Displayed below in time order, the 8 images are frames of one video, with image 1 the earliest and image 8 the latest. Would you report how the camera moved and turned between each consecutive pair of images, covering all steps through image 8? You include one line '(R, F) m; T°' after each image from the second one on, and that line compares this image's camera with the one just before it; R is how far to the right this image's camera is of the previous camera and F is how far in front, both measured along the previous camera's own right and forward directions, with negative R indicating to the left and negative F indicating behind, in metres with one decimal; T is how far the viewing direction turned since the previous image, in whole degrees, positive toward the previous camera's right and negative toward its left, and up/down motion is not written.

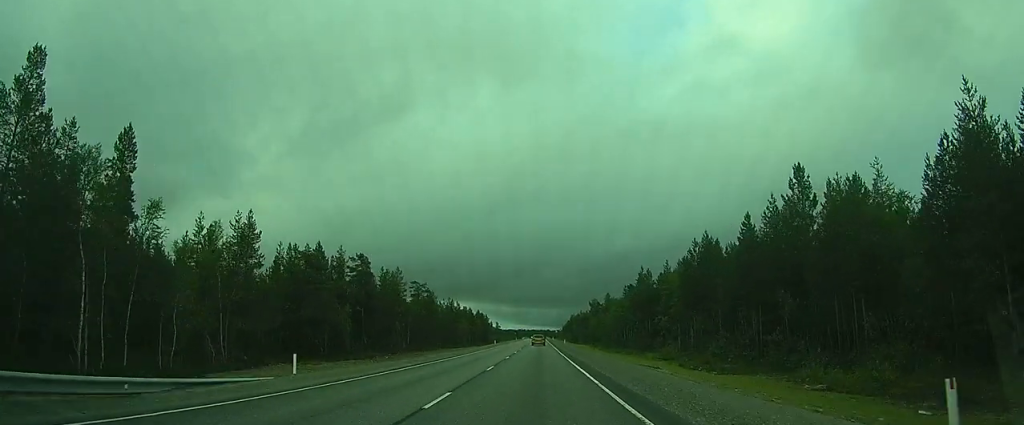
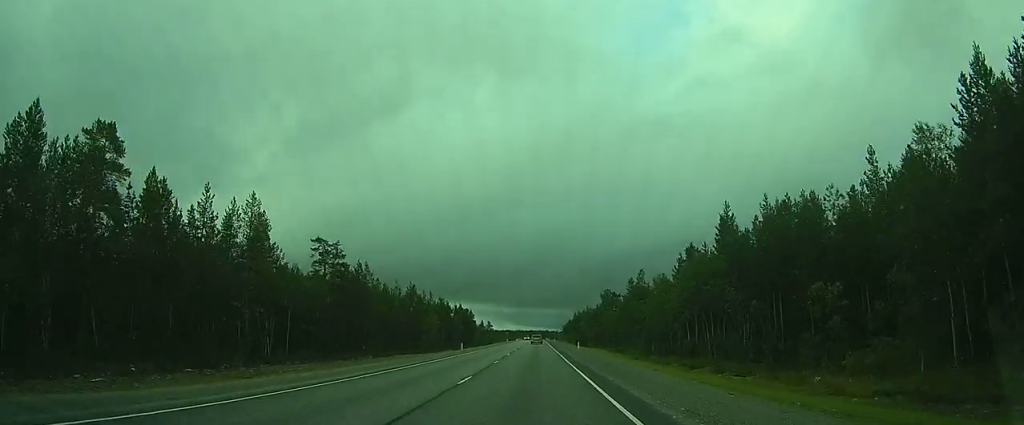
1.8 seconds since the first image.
(+0.4, +41.6) m; +1°
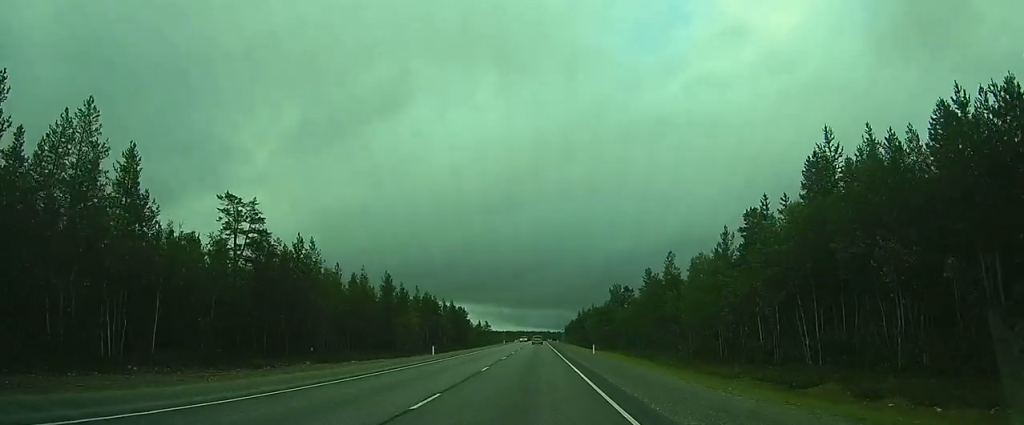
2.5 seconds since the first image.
(+0.1, +17.2) m; 0°
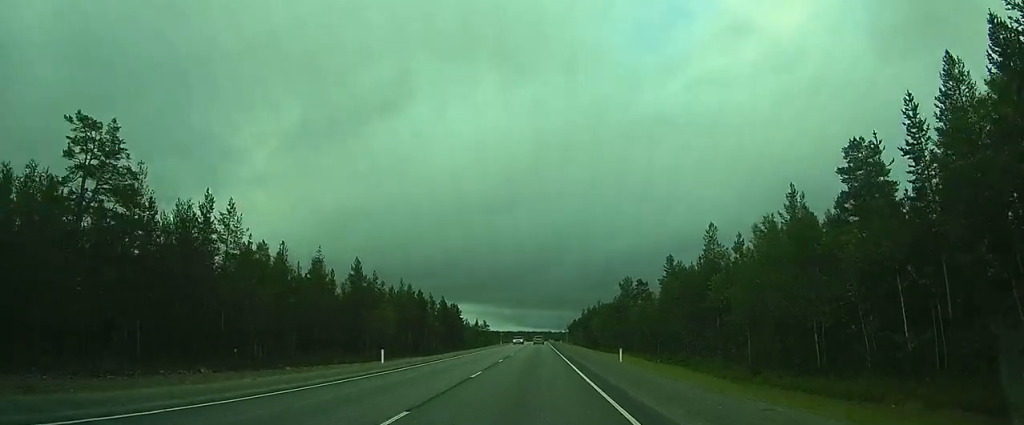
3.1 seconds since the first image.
(0.0, +14.9) m; 0°
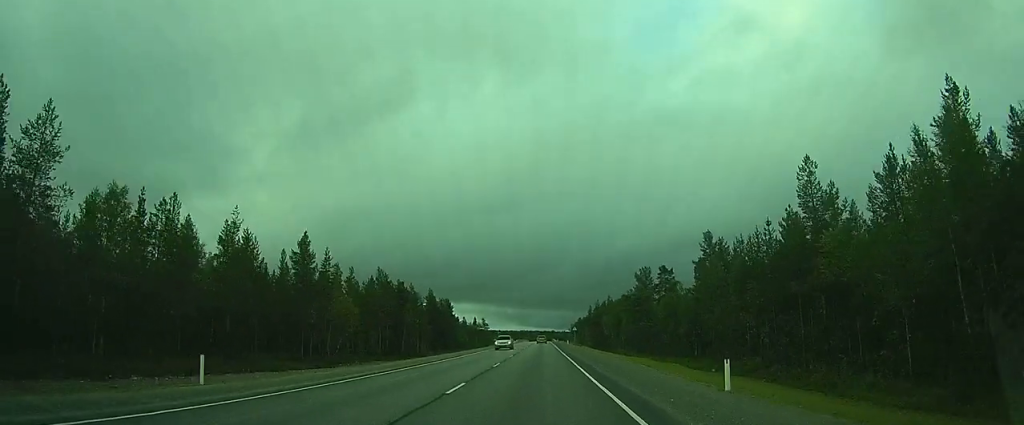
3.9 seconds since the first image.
(0.0, +17.2) m; 0°
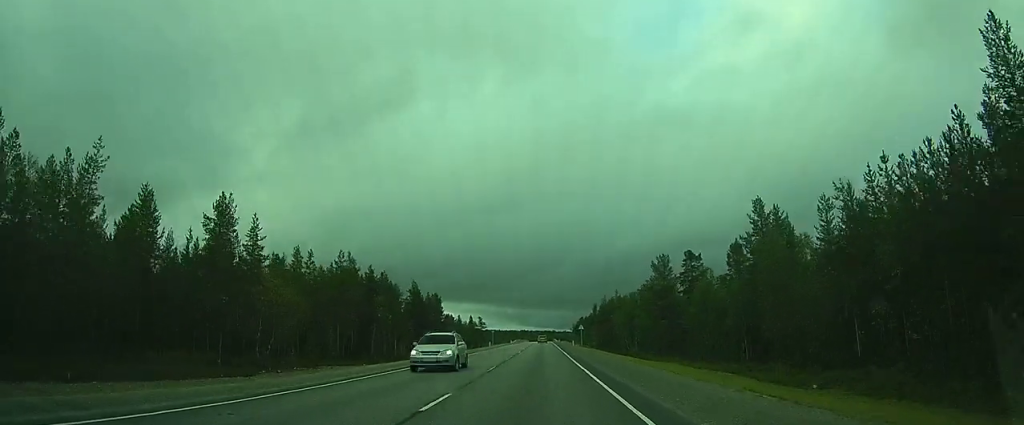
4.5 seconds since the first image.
(0.0, +14.9) m; 0°
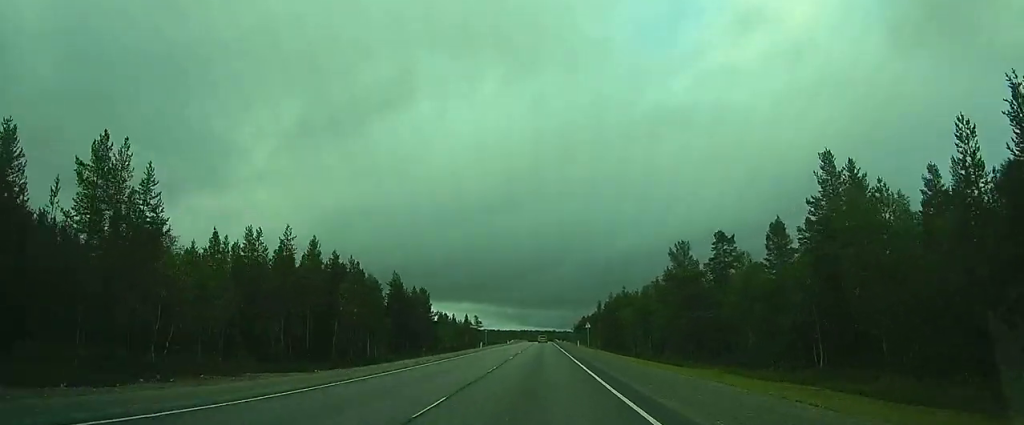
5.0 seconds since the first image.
(-0.1, +12.5) m; 0°
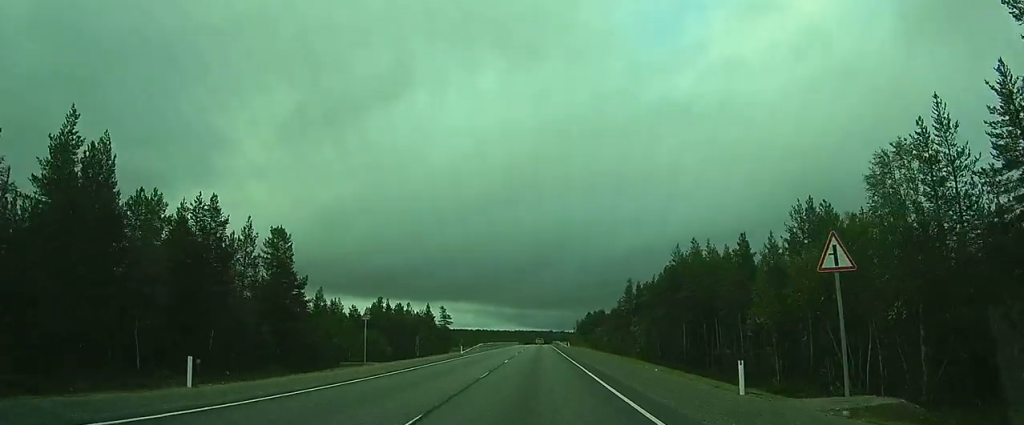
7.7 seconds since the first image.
(-0.1, +61.8) m; 0°
